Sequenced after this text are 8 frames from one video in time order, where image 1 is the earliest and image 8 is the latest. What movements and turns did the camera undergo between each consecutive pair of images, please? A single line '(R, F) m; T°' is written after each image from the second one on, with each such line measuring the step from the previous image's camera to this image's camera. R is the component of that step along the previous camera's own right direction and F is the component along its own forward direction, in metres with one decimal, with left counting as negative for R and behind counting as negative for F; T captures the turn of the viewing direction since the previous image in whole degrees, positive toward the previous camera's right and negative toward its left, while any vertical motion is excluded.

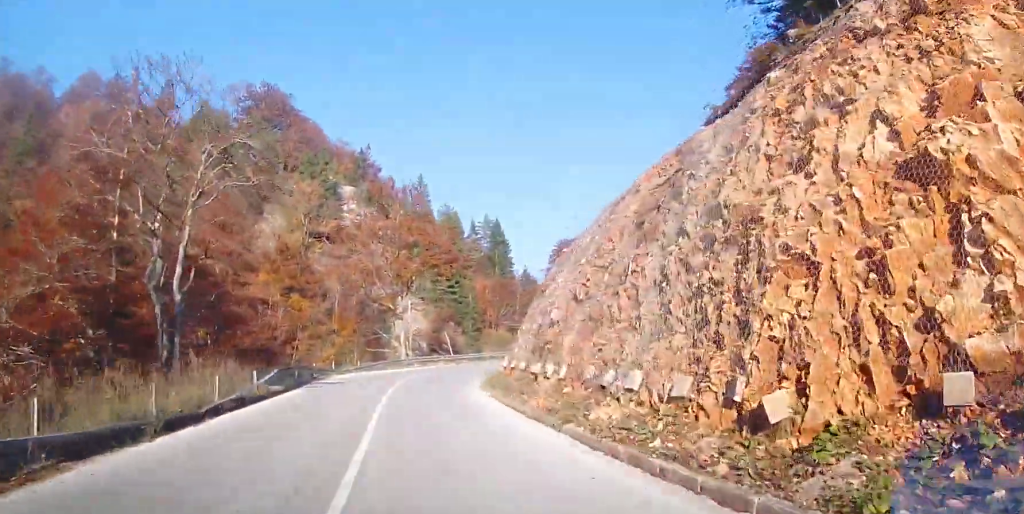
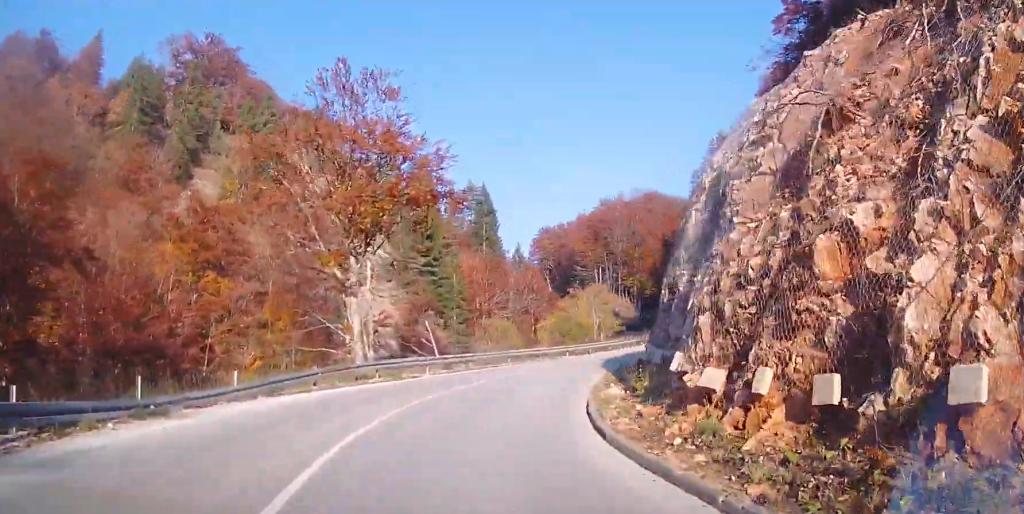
(+0.2, +22.5) m; -5°
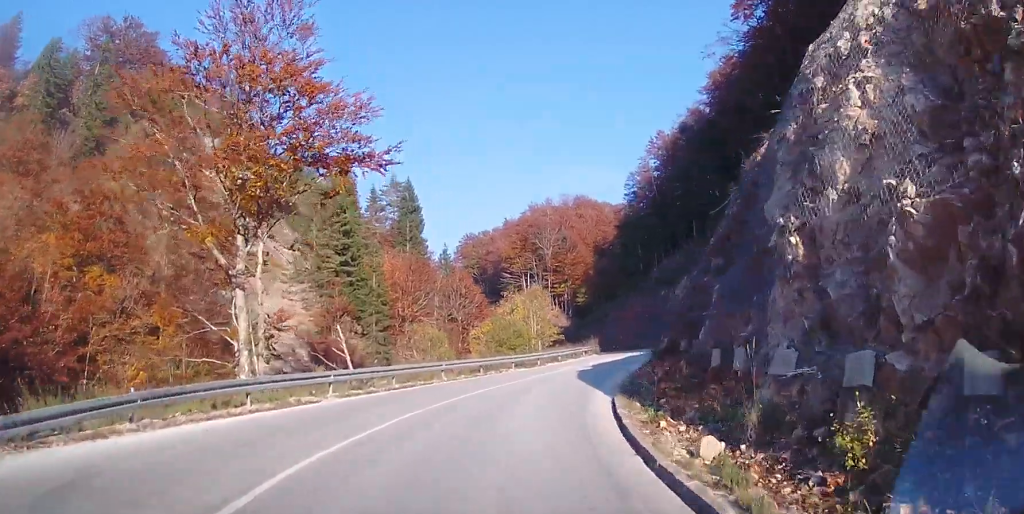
(-0.7, +8.1) m; 0°
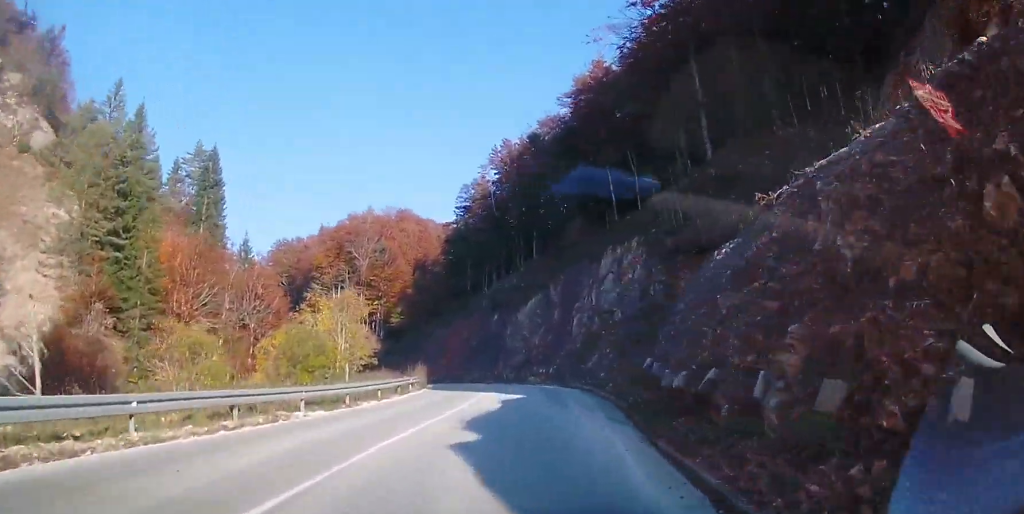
(+0.5, +14.2) m; +16°
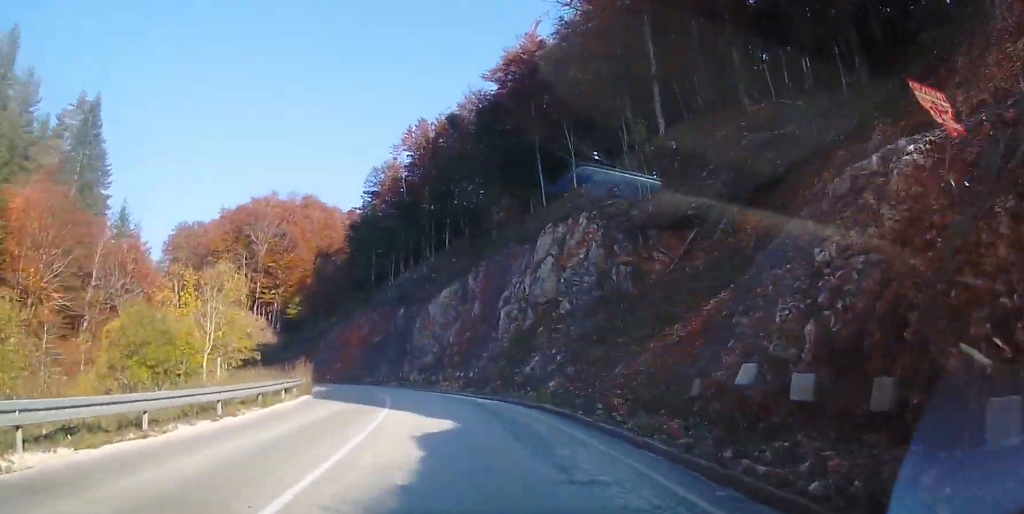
(+1.4, +8.9) m; +12°
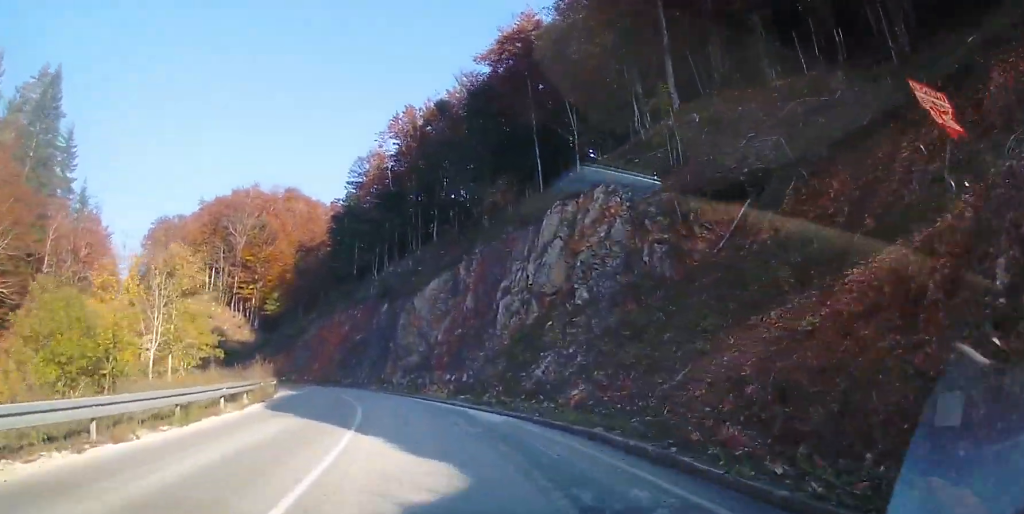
(+1.4, +5.4) m; +3°
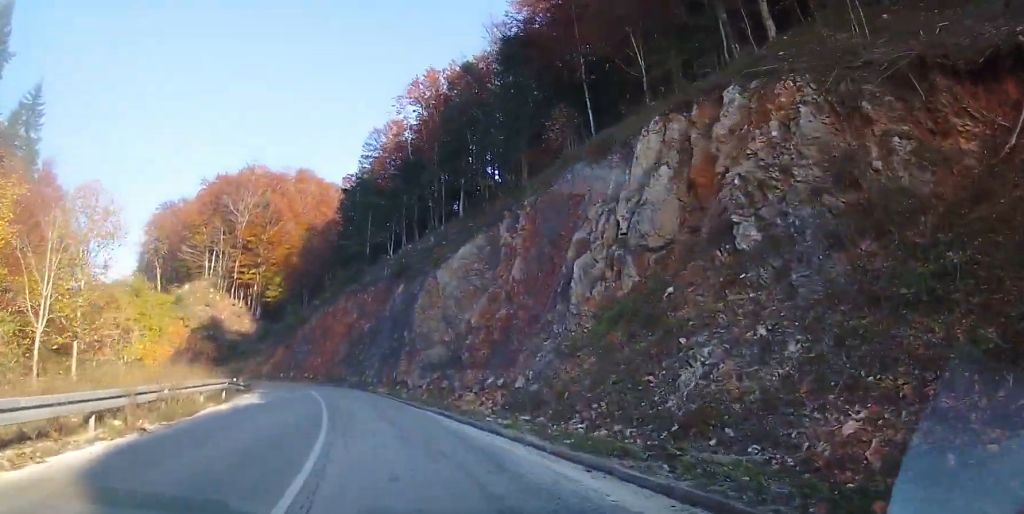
(-0.7, +11.3) m; -8°
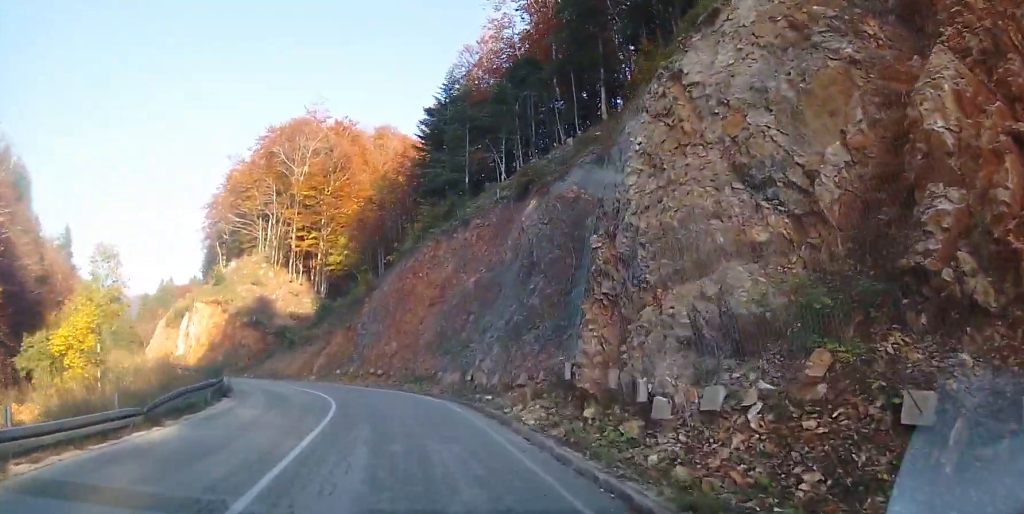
(-3.0, +23.1) m; -9°
